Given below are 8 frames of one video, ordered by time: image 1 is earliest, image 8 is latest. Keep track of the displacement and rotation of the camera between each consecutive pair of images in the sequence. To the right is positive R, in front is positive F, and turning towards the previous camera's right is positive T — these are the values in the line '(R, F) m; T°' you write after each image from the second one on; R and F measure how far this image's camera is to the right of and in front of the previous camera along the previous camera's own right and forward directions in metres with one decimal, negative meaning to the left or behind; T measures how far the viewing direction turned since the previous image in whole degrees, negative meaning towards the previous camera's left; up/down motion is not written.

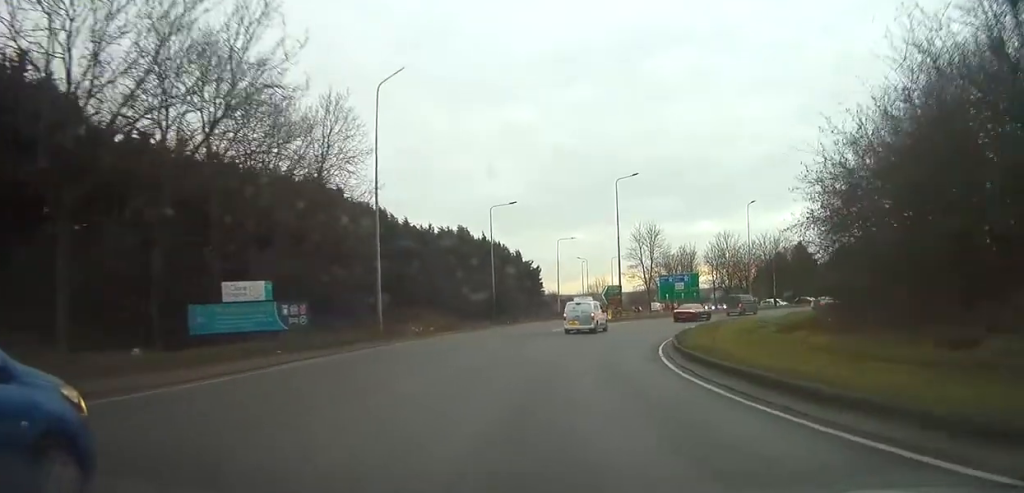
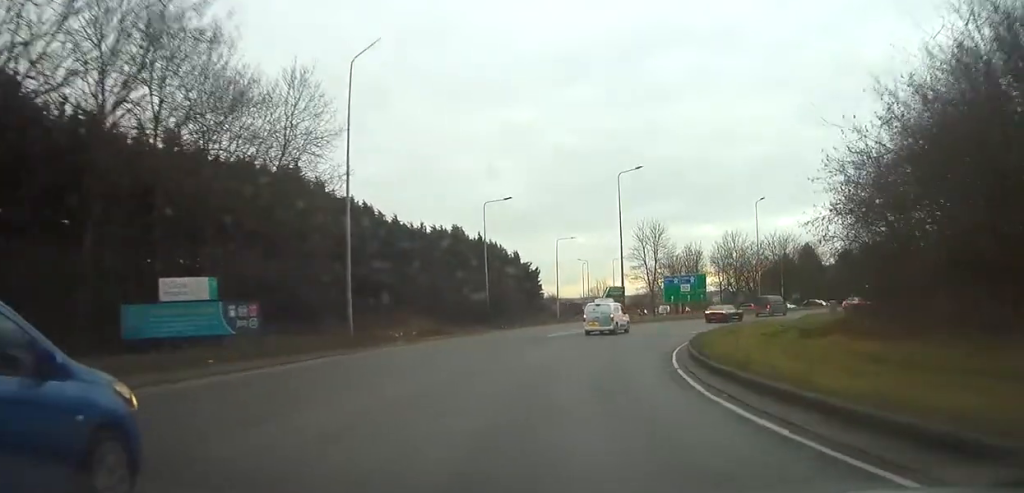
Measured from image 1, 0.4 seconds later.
(+0.1, +4.4) m; +1°
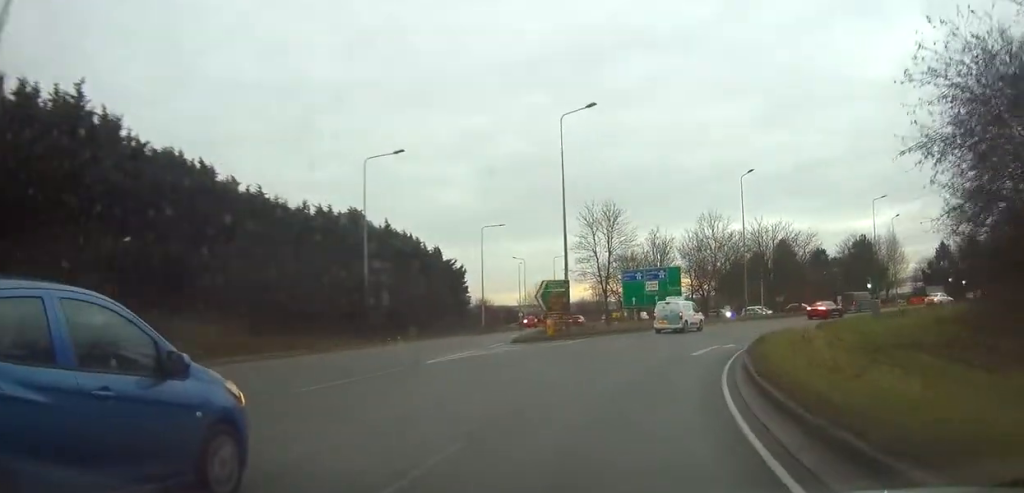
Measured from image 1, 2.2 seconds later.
(+1.2, +18.5) m; +11°
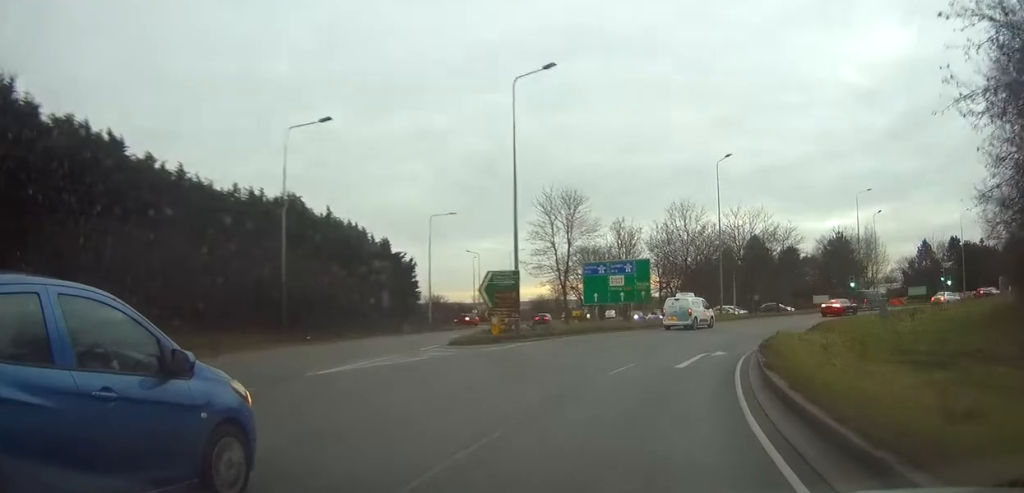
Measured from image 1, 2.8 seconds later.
(+0.5, +6.3) m; +3°
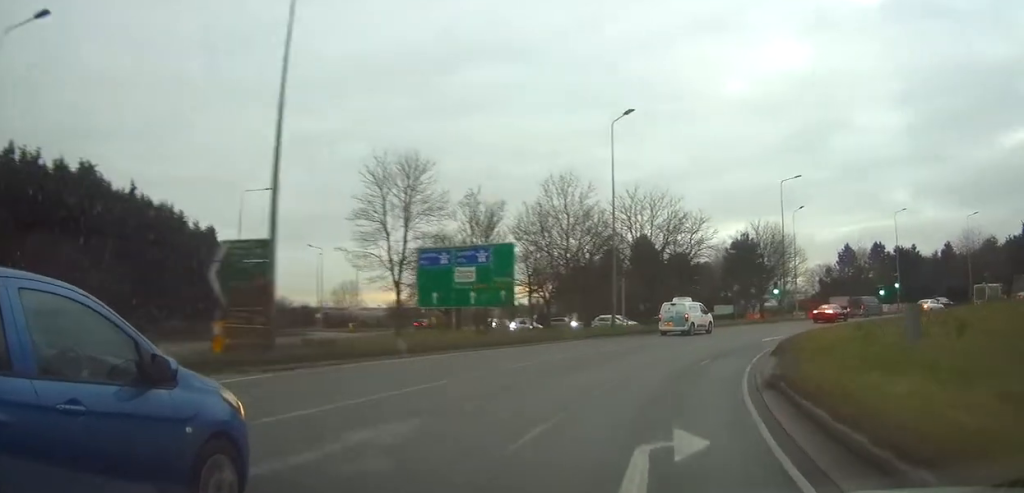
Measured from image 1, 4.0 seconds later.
(+0.6, +13.9) m; +8°
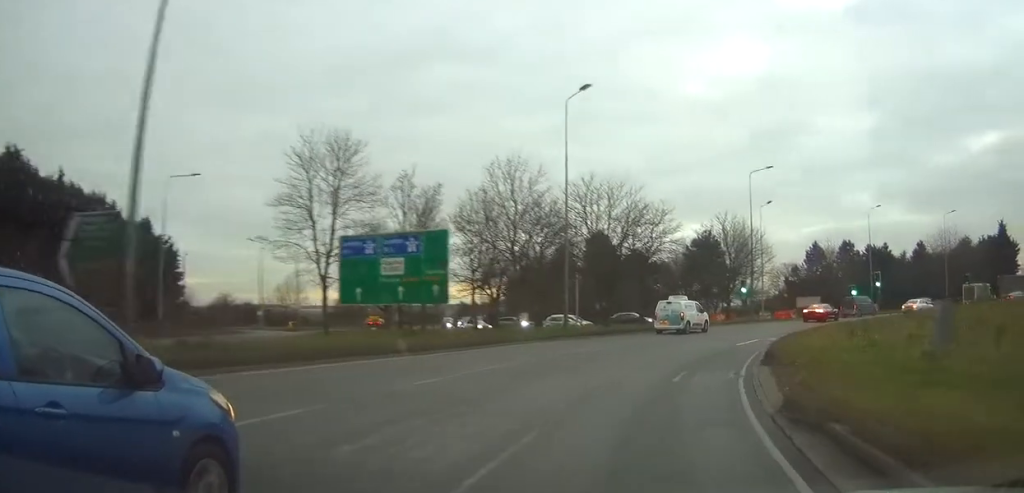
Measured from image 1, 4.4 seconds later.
(+0.3, +4.4) m; +3°
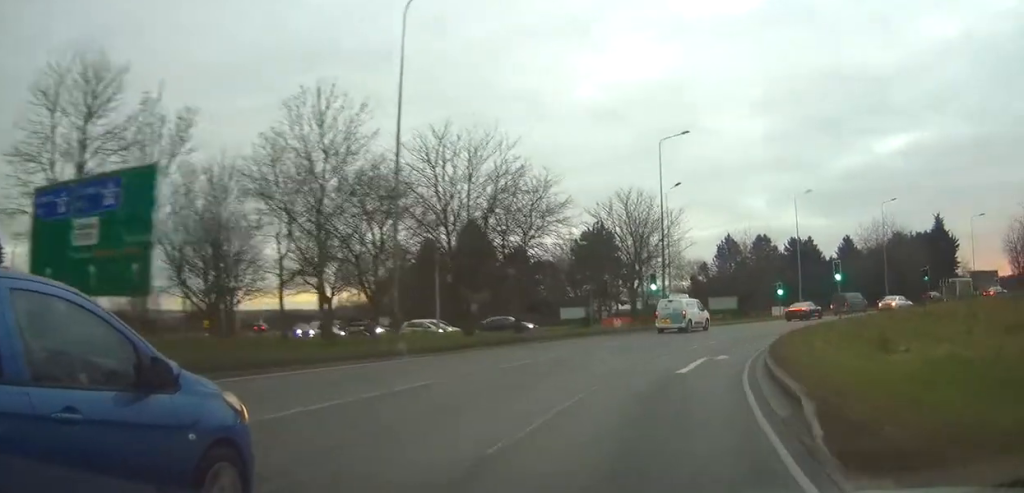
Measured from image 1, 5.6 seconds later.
(+1.2, +12.6) m; +10°
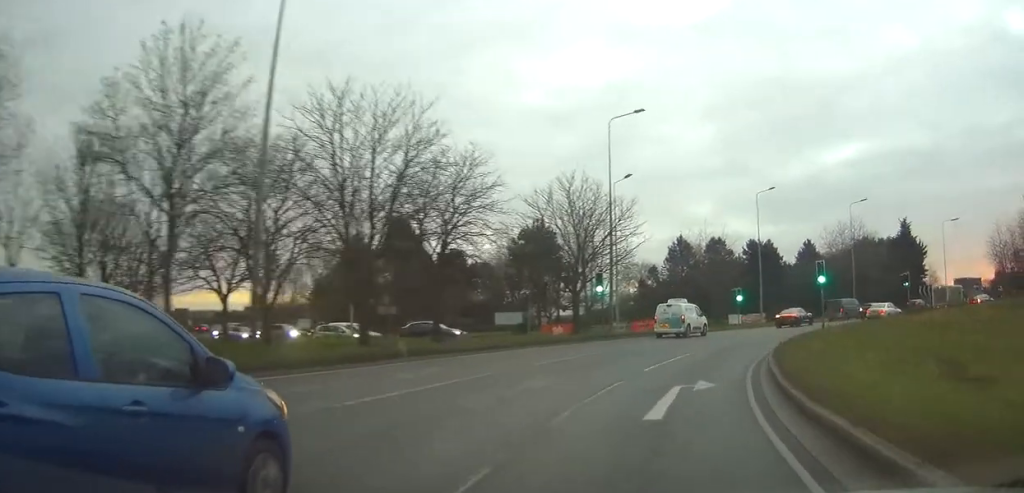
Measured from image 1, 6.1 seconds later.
(0.0, +6.0) m; +5°
